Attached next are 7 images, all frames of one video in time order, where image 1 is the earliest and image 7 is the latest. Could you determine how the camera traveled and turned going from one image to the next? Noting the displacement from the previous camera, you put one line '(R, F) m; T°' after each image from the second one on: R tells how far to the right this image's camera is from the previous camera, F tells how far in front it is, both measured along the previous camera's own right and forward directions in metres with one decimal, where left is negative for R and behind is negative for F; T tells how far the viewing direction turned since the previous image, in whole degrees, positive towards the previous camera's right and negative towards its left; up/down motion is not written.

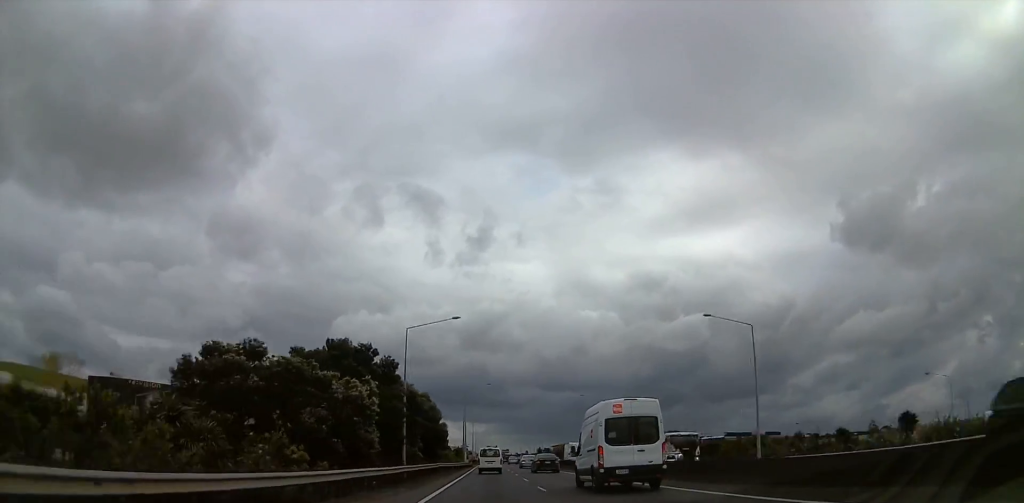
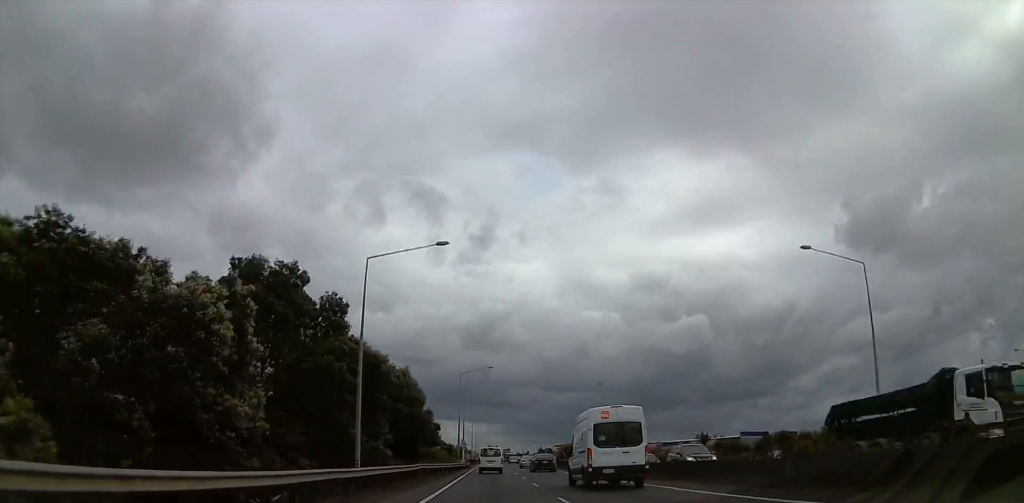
(-0.4, +16.7) m; 0°
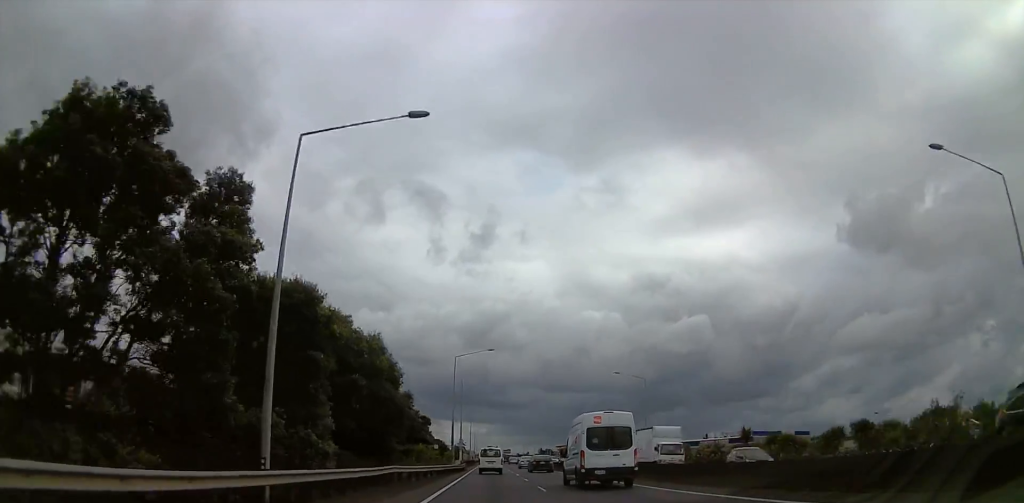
(+0.2, +12.6) m; +1°
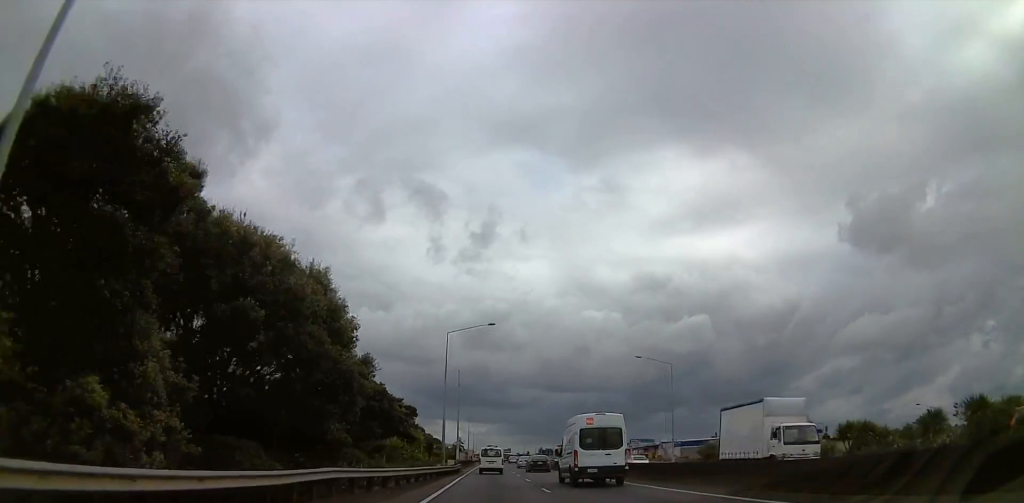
(+0.2, +11.7) m; +1°
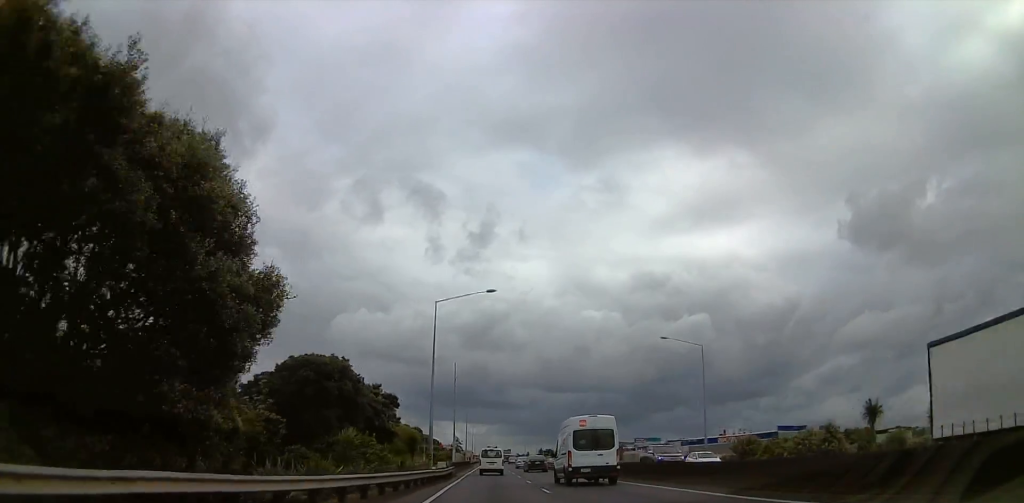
(0.0, +10.8) m; 0°
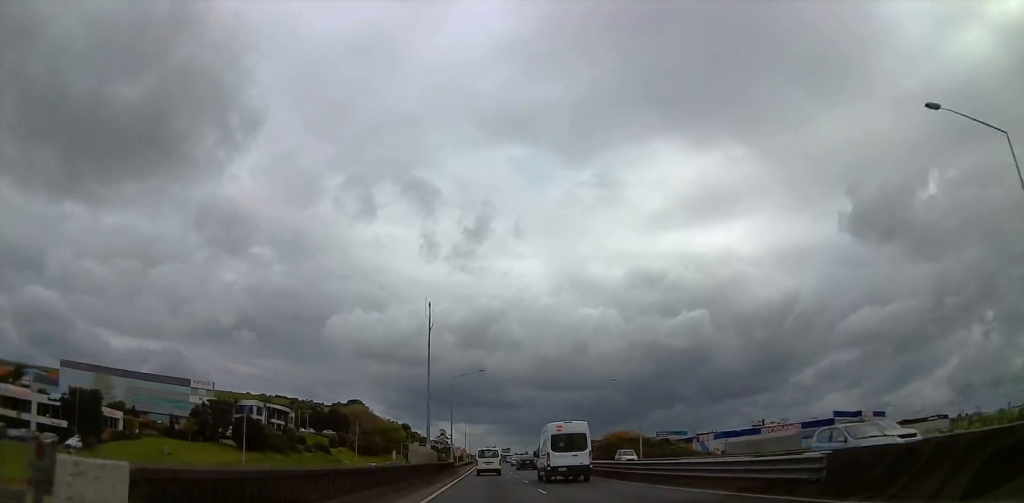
(+0.2, +39.5) m; 0°
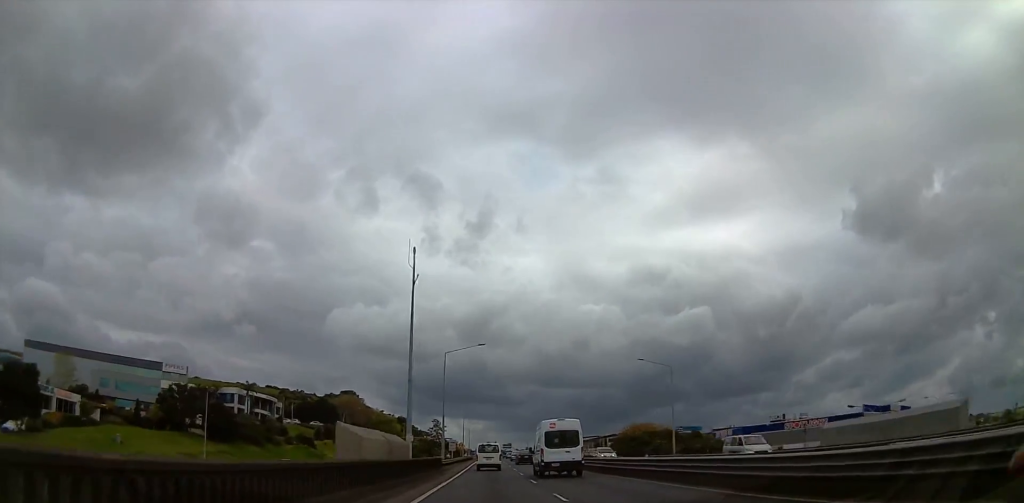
(0.0, +15.5) m; 0°
